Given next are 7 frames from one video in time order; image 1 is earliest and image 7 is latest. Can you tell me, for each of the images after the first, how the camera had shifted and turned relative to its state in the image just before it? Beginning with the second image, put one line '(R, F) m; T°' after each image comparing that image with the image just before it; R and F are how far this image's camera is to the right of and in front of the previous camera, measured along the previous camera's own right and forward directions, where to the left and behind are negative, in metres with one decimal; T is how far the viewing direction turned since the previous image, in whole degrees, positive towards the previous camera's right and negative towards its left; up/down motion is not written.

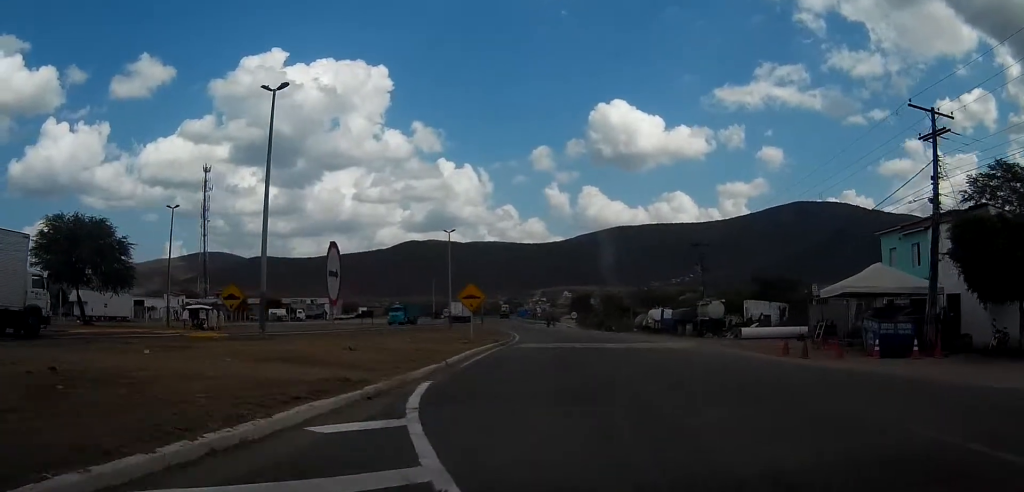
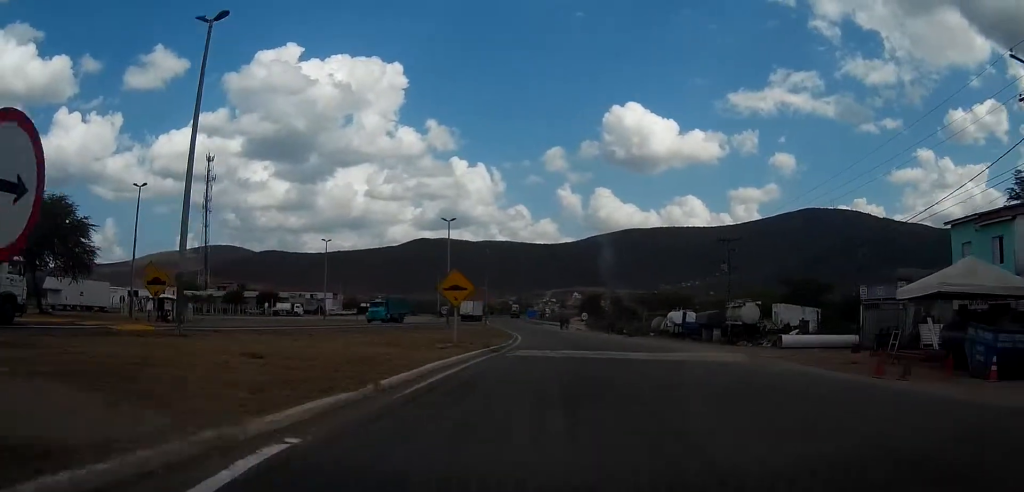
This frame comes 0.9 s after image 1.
(0.0, +7.6) m; 0°
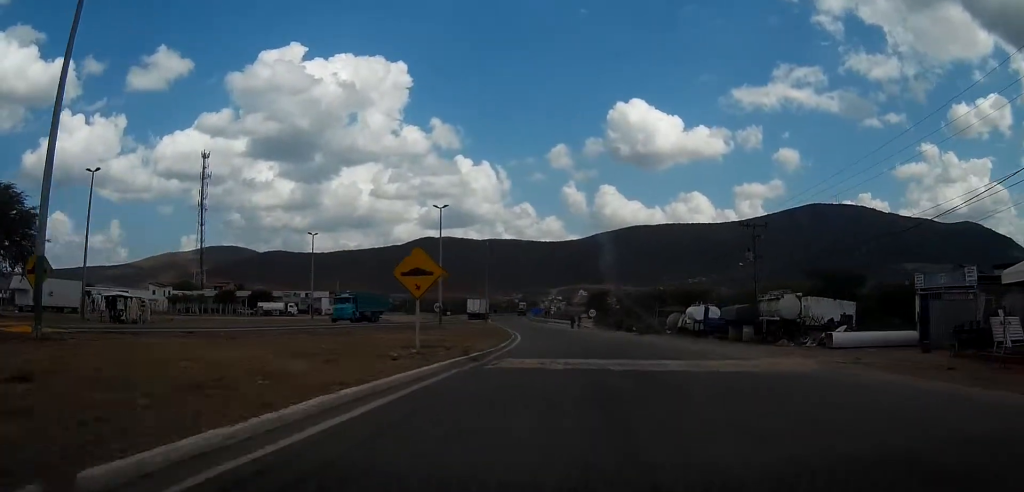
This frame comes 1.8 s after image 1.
(0.0, +7.5) m; 0°
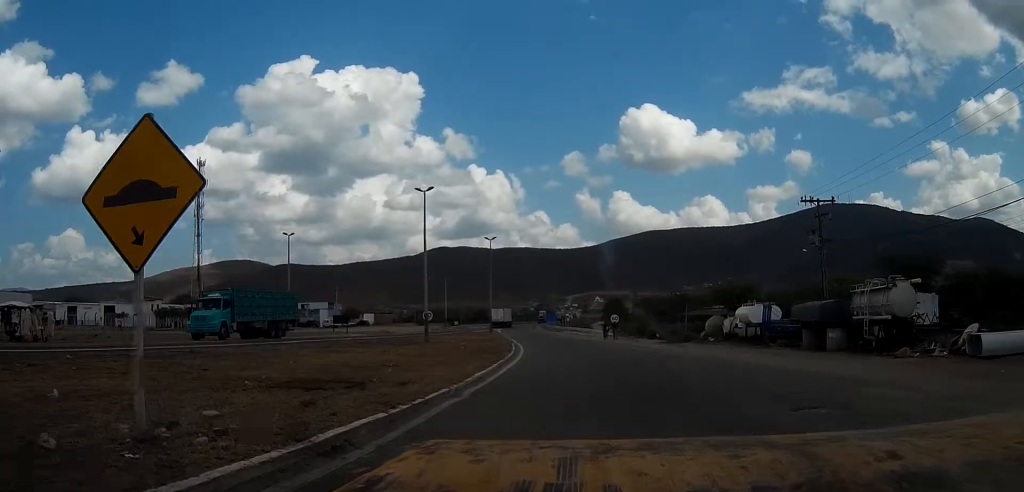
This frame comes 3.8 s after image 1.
(0.0, +13.0) m; -1°
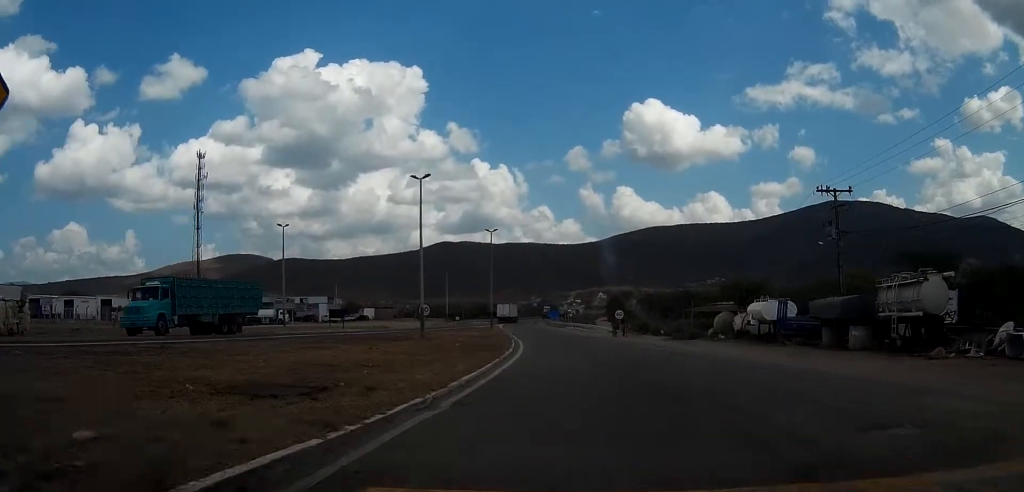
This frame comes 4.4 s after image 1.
(-0.1, +2.6) m; -2°
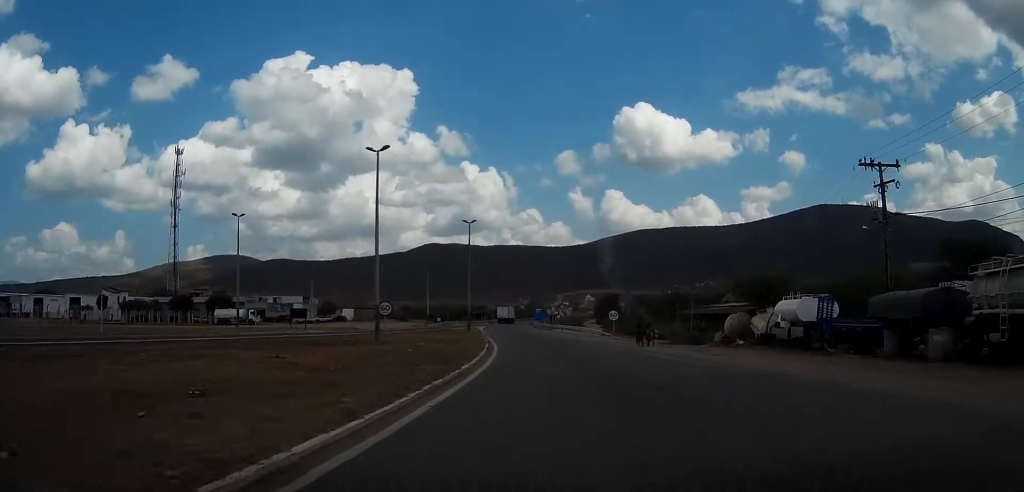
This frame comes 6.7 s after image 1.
(-0.2, +8.9) m; +1°
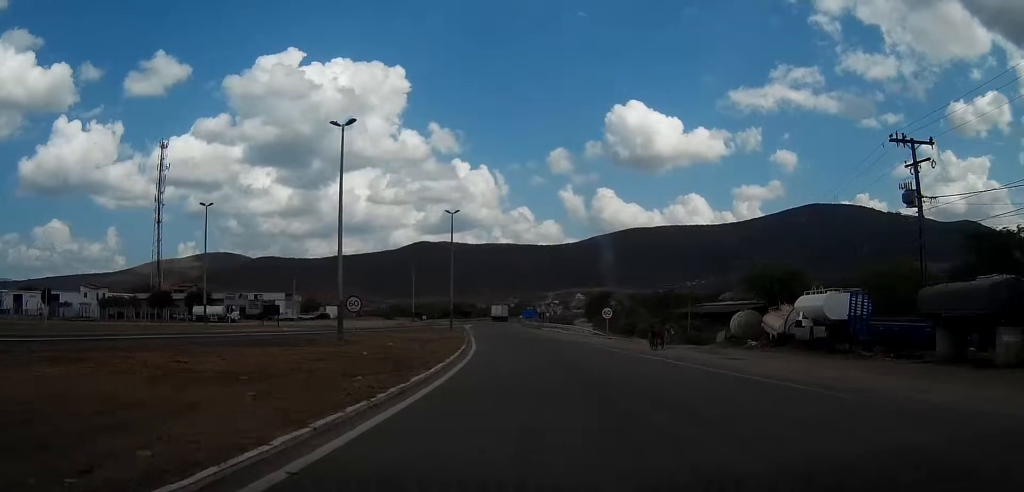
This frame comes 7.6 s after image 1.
(+0.1, +4.8) m; +1°
